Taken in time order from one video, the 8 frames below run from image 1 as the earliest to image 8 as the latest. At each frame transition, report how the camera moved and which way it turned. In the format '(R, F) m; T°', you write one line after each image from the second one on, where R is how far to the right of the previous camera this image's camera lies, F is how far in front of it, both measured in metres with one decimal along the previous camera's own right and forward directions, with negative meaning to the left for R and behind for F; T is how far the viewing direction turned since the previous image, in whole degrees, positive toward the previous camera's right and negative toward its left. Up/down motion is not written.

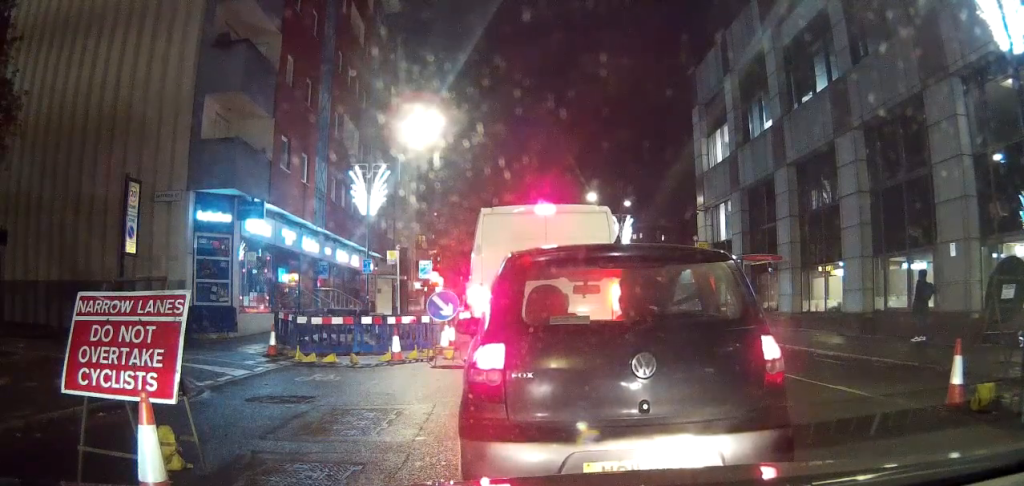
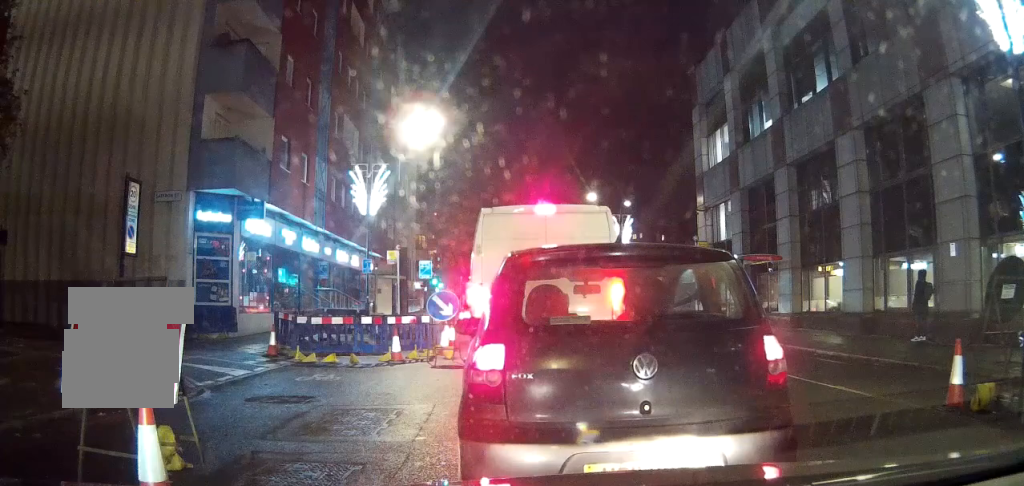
(0.0, +0.2) m; 0°
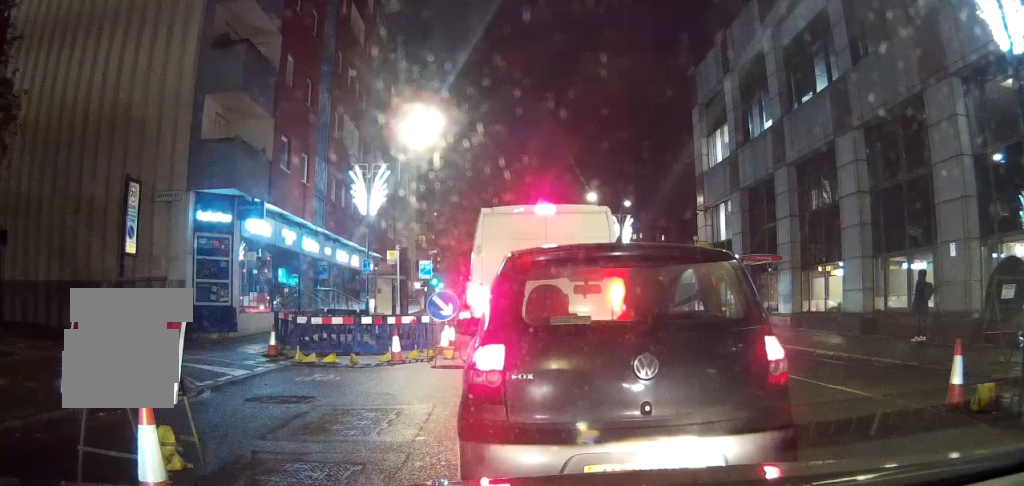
(0.0, 0.0) m; 0°
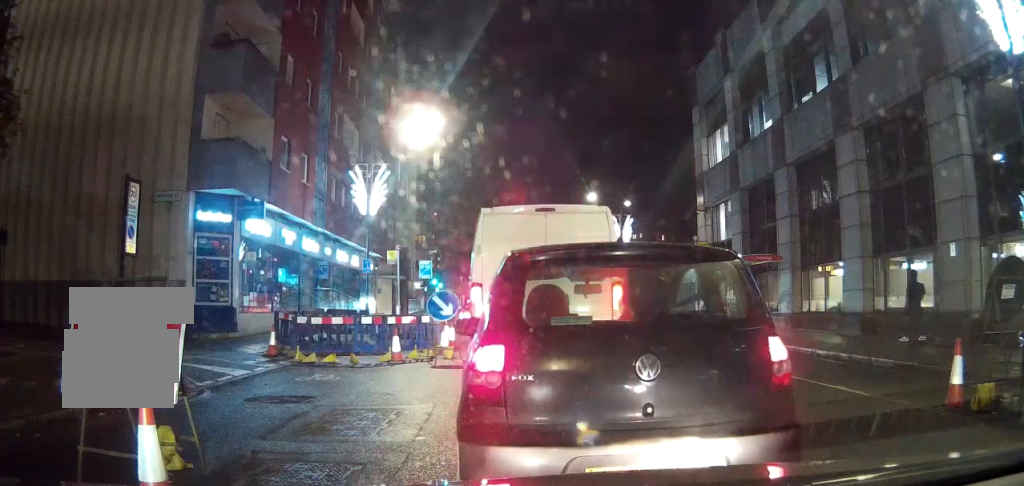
(0.0, 0.0) m; 0°
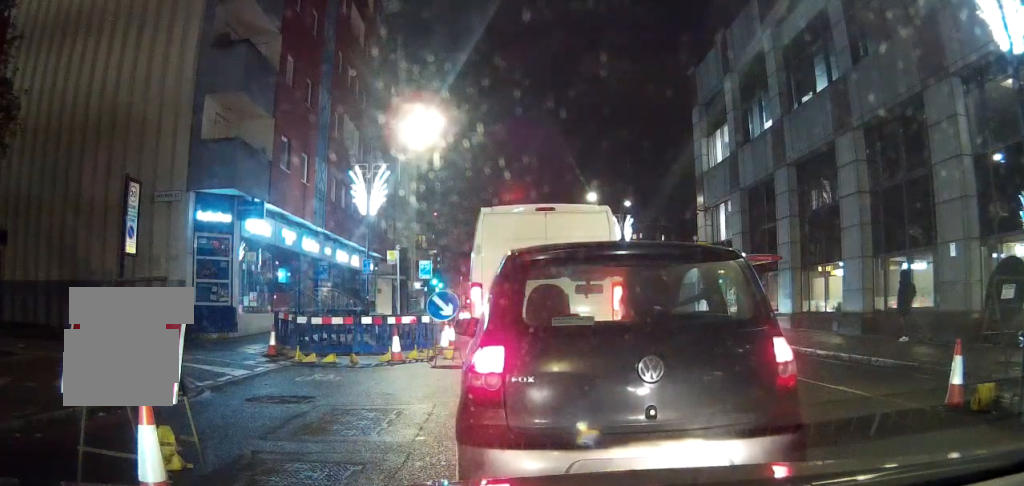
(0.0, 0.0) m; 0°
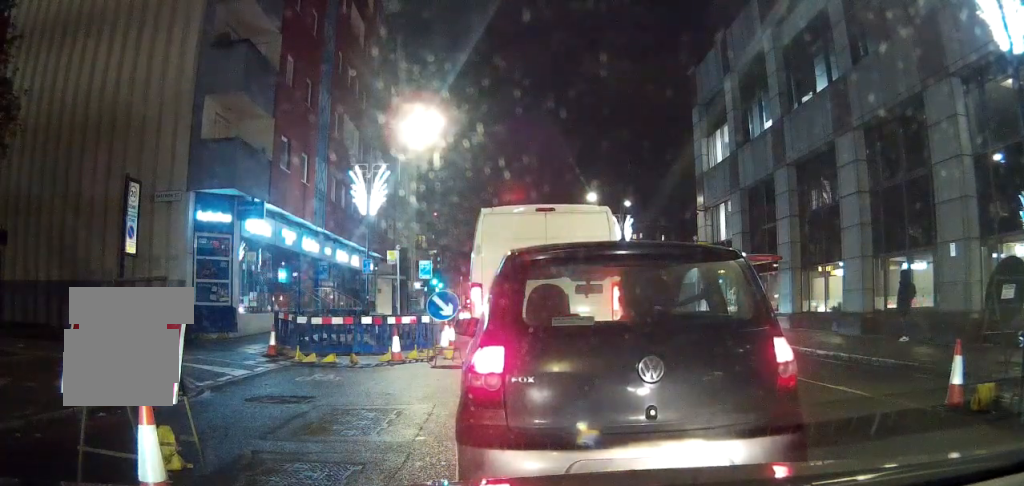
(0.0, 0.0) m; 0°
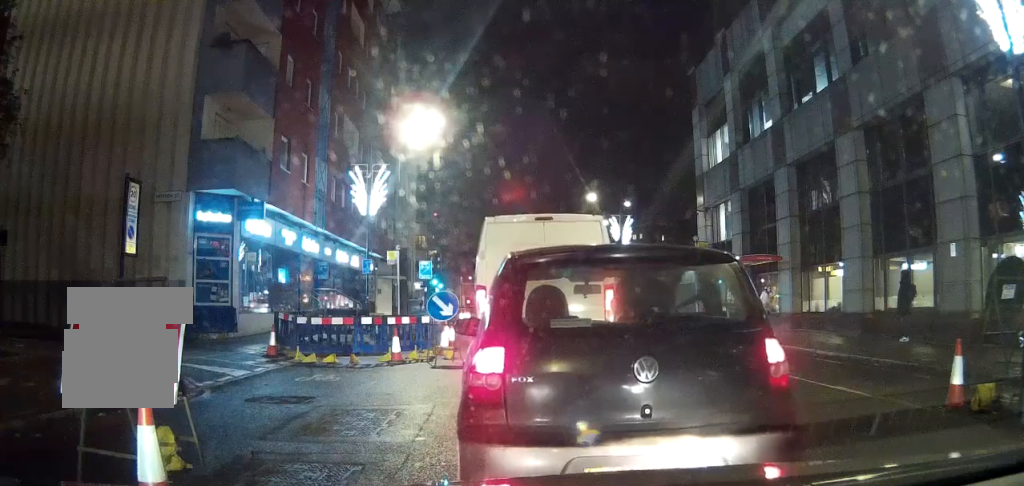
(0.0, 0.0) m; 0°
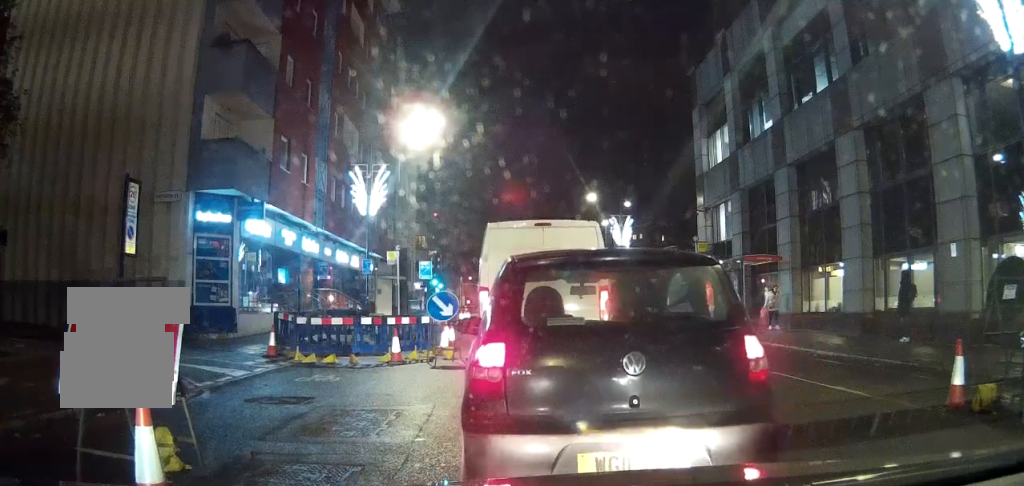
(0.0, 0.0) m; 0°
